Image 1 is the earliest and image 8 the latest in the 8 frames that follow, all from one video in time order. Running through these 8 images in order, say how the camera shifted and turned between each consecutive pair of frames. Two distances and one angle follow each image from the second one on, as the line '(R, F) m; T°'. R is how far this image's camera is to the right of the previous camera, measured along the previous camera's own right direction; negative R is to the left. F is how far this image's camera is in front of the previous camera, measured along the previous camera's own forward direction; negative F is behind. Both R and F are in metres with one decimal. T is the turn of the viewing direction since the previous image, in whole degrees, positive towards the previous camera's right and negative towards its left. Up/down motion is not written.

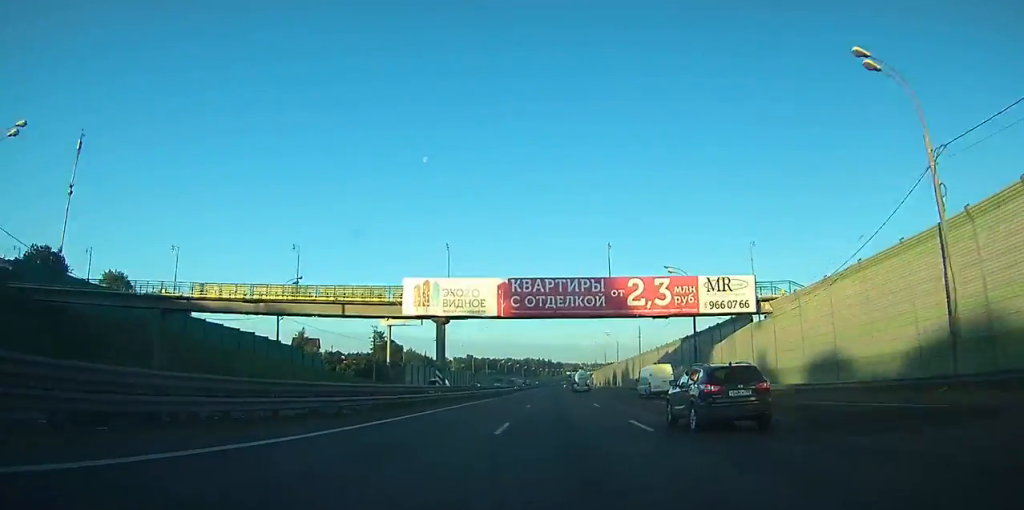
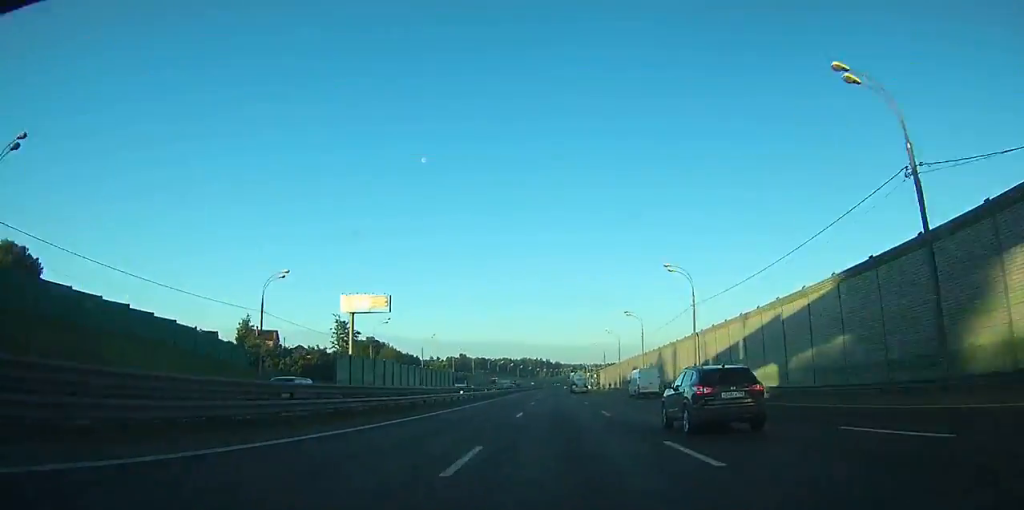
(0.0, +37.7) m; 0°
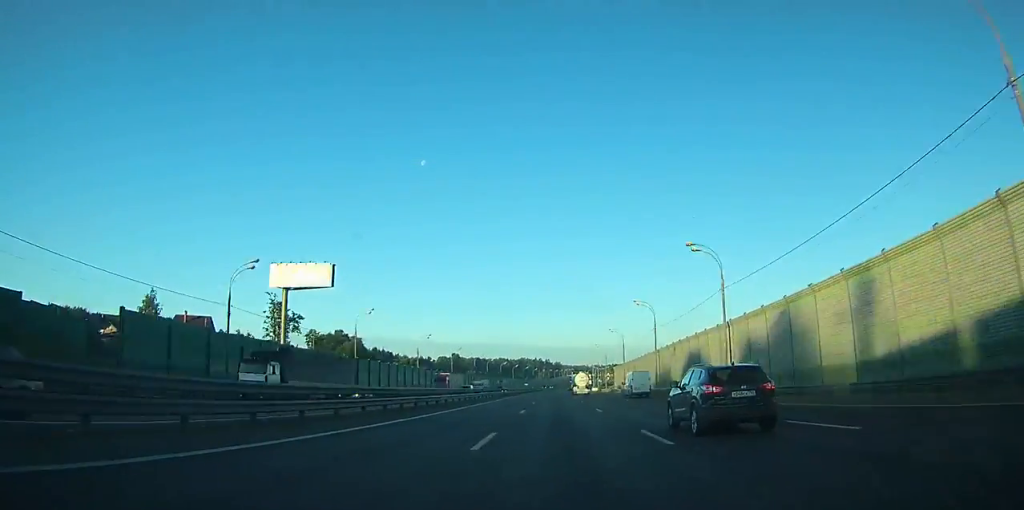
(0.0, +43.3) m; 0°
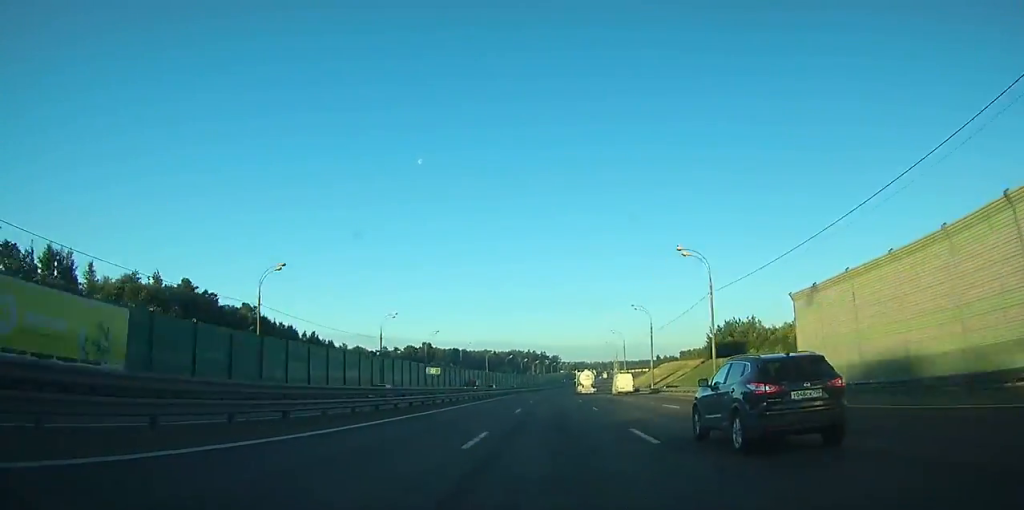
(-0.1, +109.0) m; 0°
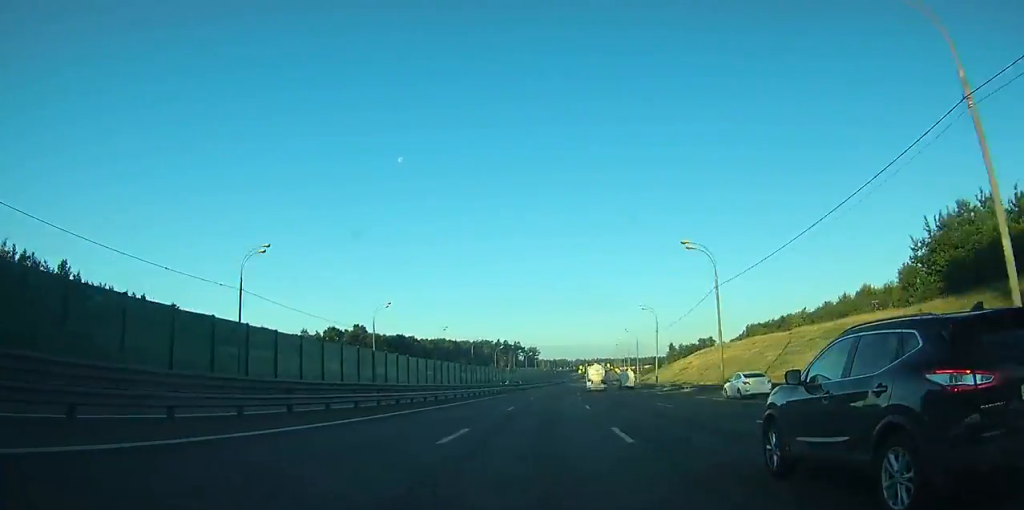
(+1.8, +112.1) m; +2°
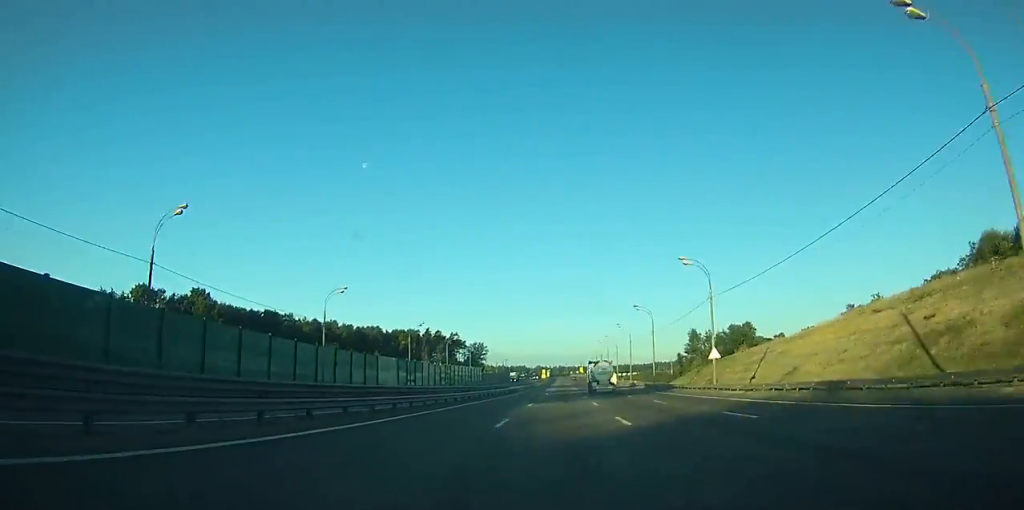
(+3.8, +129.4) m; +3°
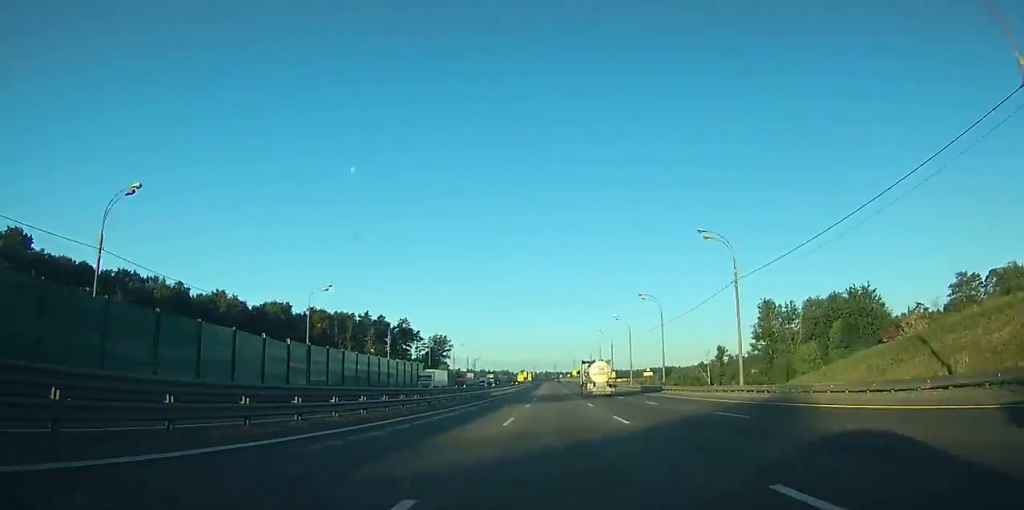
(+1.3, +82.0) m; +1°
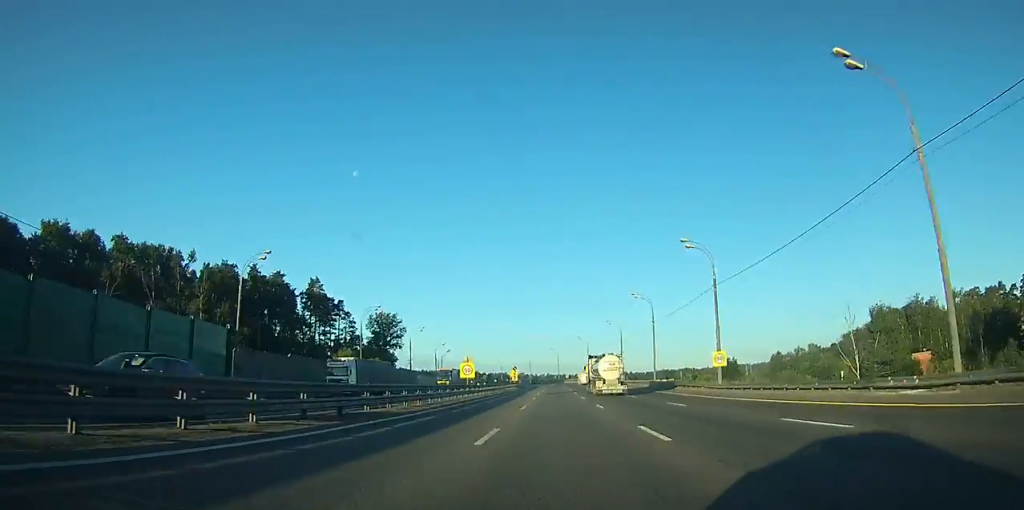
(+0.2, +85.4) m; 0°
